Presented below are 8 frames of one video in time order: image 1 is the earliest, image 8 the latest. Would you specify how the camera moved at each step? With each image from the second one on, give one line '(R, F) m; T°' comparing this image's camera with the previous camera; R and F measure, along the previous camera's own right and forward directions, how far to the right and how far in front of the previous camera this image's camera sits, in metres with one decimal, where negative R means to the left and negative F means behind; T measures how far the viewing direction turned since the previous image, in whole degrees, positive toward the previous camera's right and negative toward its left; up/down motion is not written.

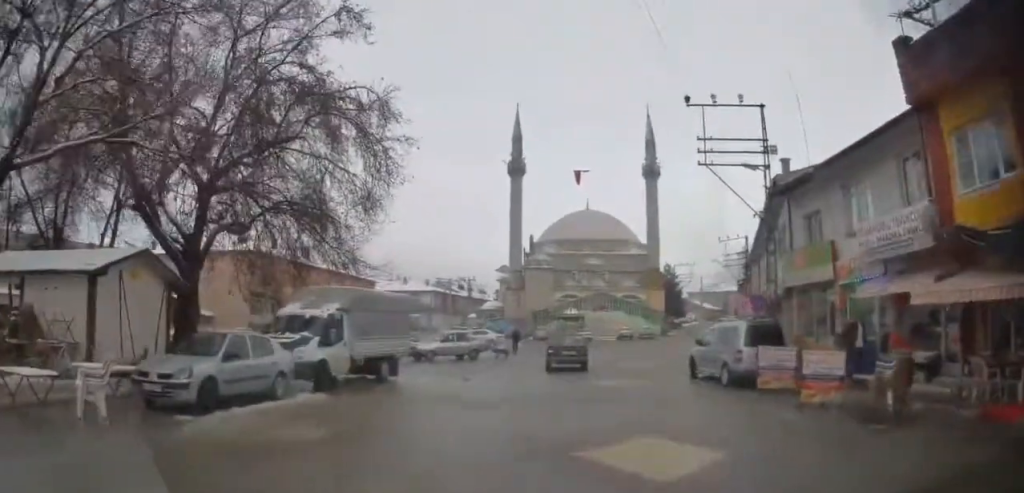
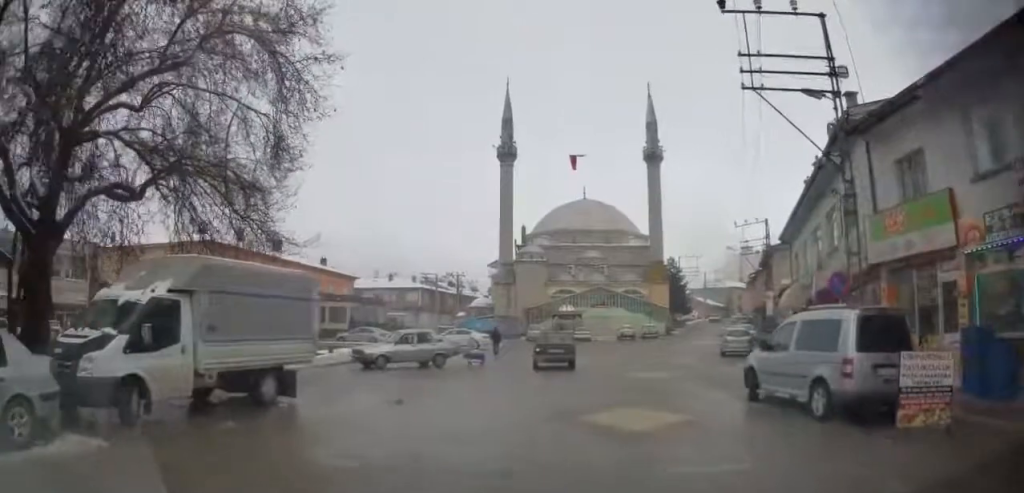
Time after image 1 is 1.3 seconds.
(-0.1, +6.9) m; 0°
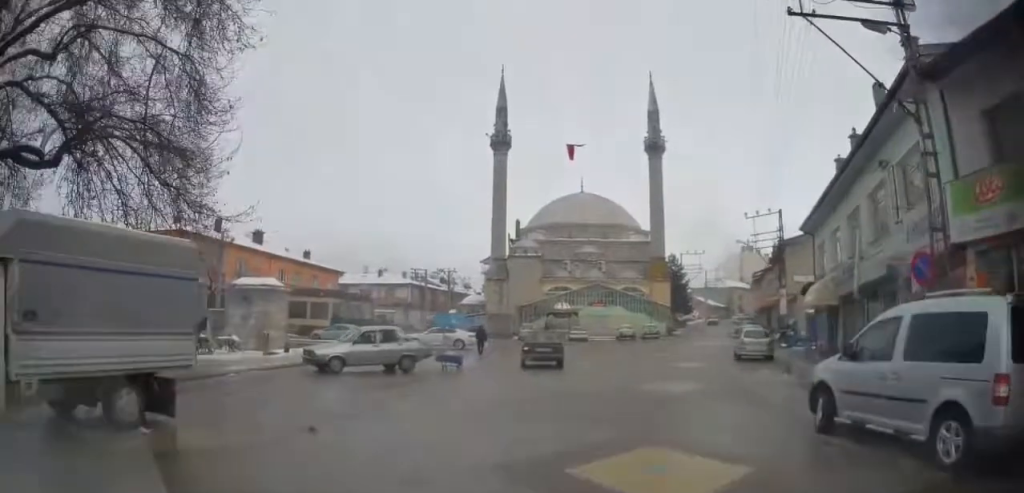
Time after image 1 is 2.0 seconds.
(0.0, +3.8) m; +1°
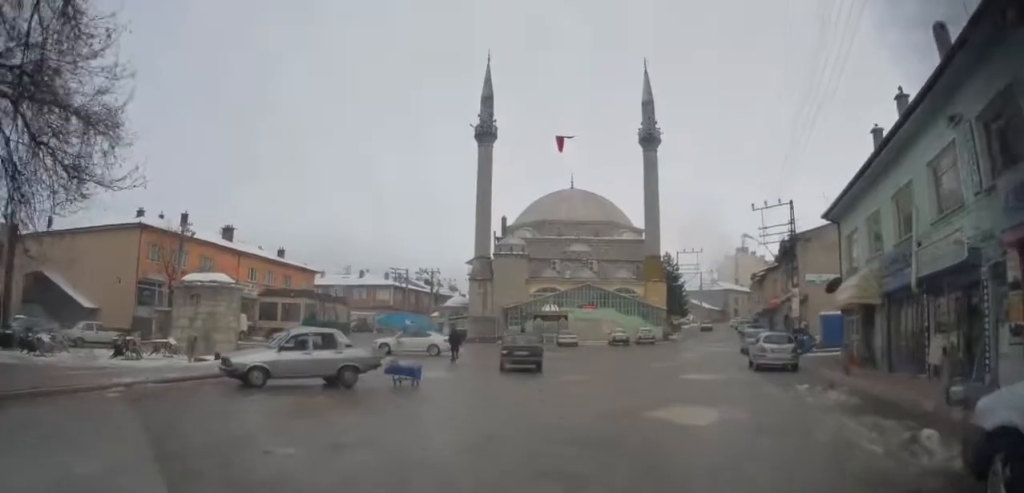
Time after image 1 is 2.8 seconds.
(0.0, +4.3) m; +3°
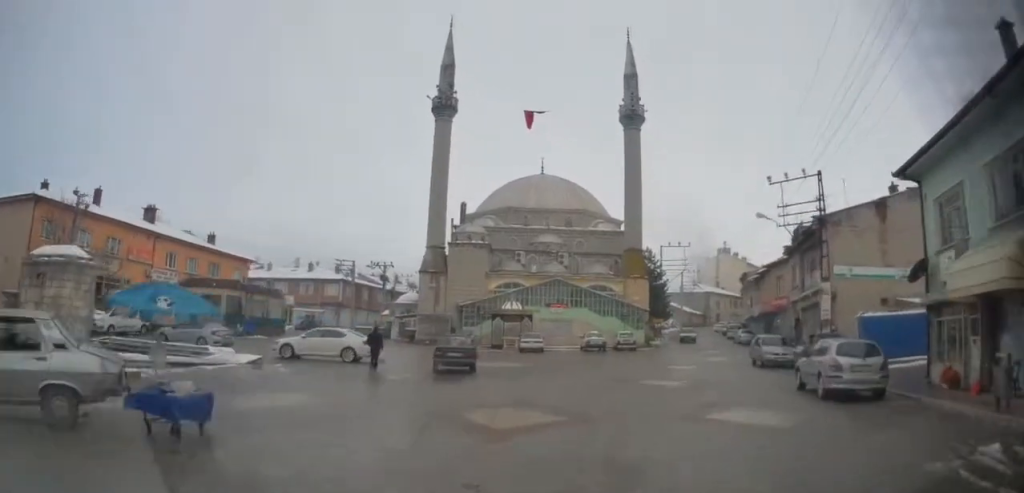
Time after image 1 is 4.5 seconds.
(+0.6, +9.2) m; +7°
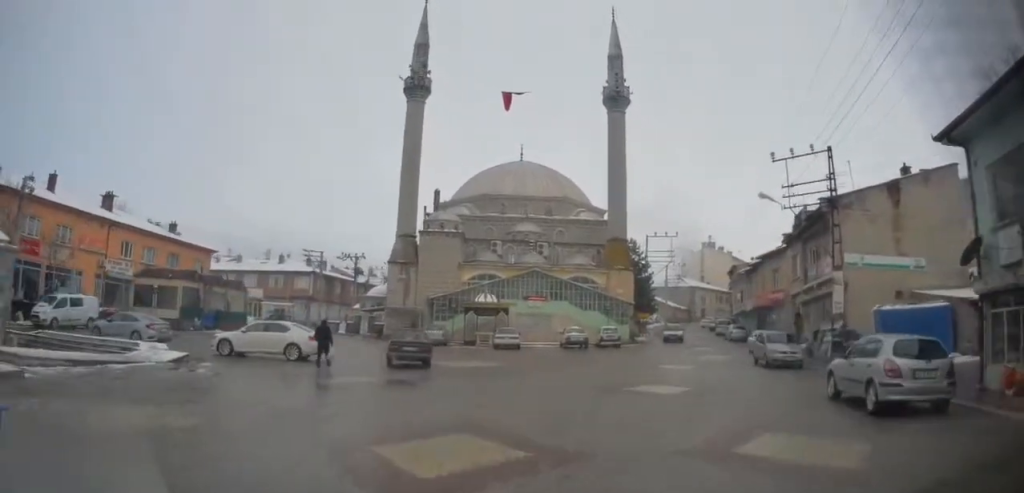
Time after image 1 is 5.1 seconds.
(0.0, +3.5) m; +3°
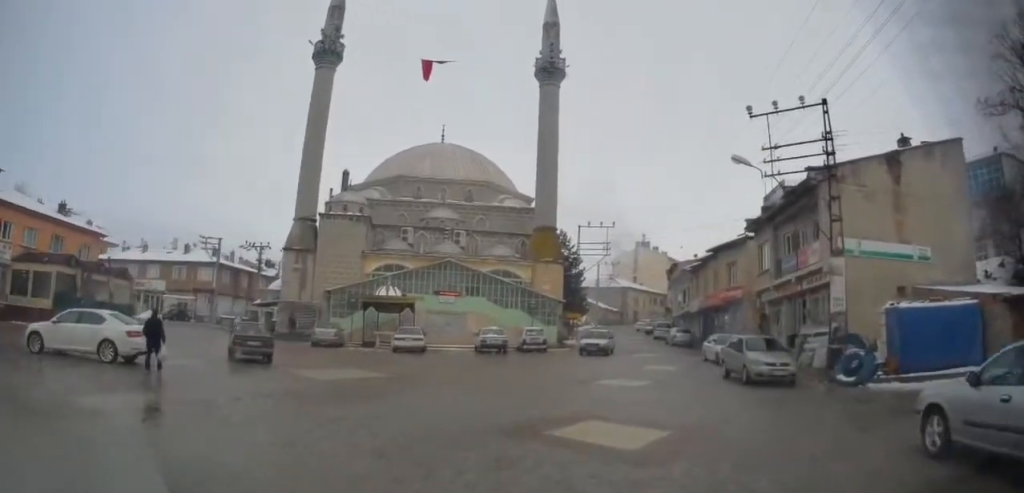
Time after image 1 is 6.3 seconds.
(+0.6, +7.2) m; +7°
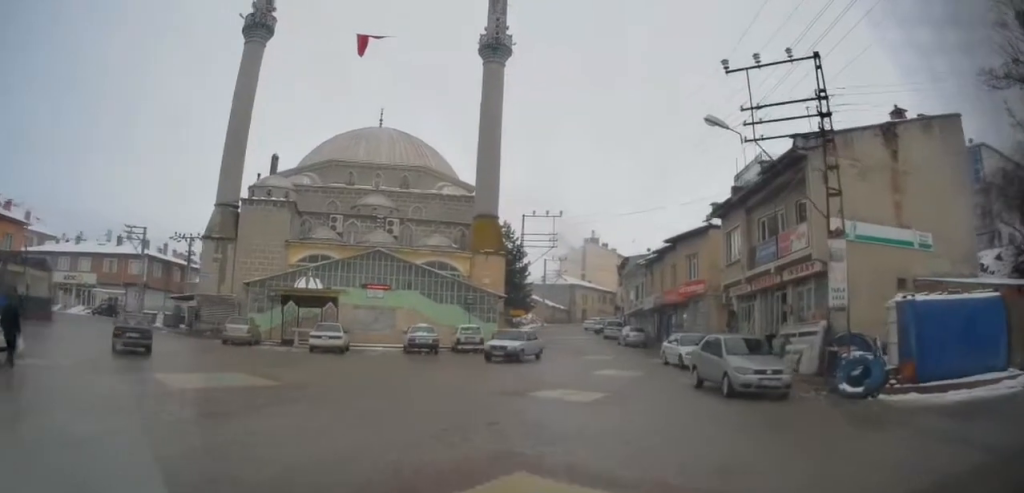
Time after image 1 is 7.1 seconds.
(+0.2, +4.6) m; +1°
